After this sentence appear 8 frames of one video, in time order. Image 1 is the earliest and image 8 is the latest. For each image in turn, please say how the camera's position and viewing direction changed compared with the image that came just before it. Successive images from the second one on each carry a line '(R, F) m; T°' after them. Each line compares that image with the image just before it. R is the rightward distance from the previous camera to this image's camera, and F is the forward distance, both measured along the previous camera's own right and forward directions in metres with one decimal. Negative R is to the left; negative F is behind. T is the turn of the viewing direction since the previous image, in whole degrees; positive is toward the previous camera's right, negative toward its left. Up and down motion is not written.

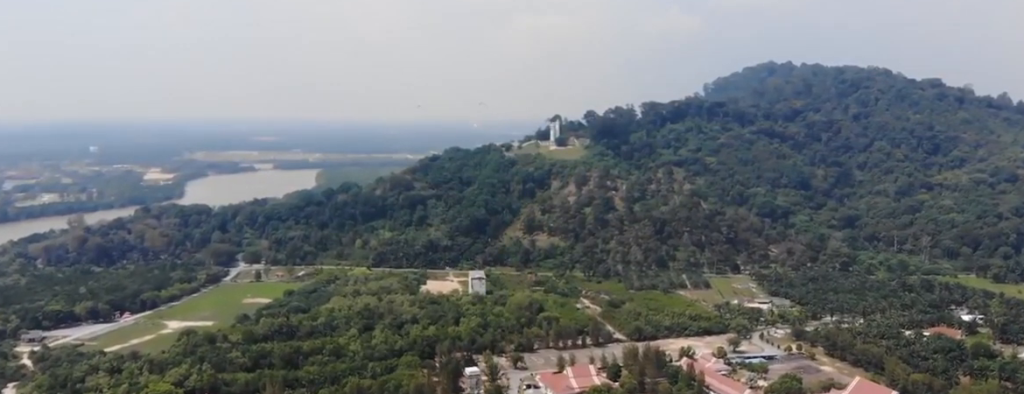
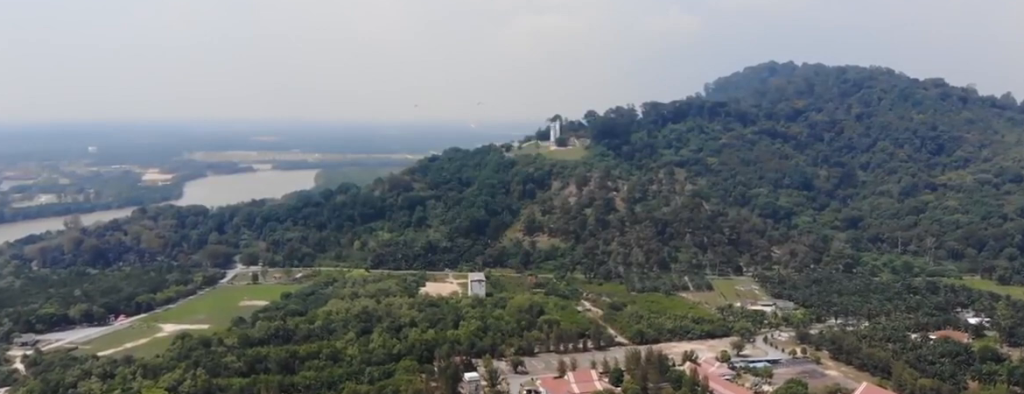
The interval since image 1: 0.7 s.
(0.0, +9.2) m; 0°
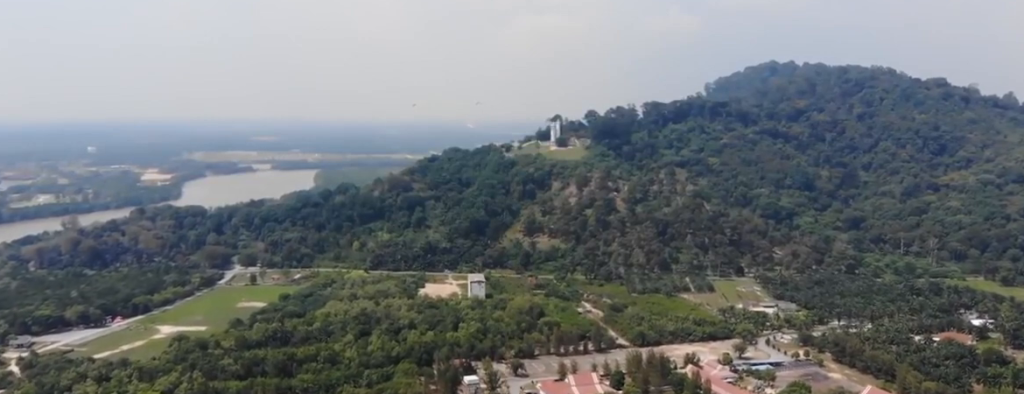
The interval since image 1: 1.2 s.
(0.0, +5.4) m; 0°
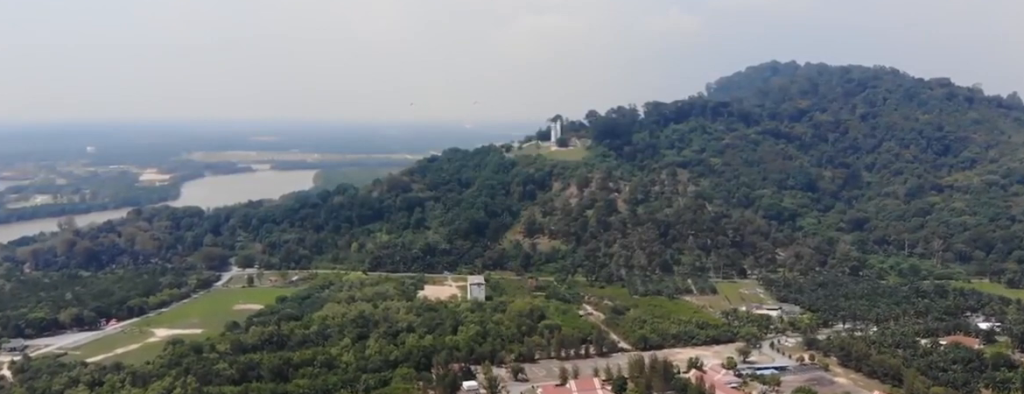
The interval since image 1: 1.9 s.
(0.0, +9.2) m; 0°
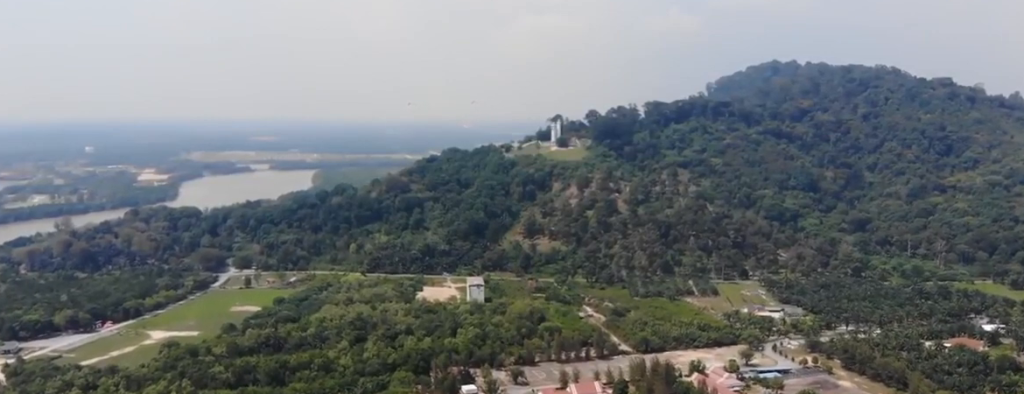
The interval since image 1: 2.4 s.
(0.0, +6.6) m; 0°
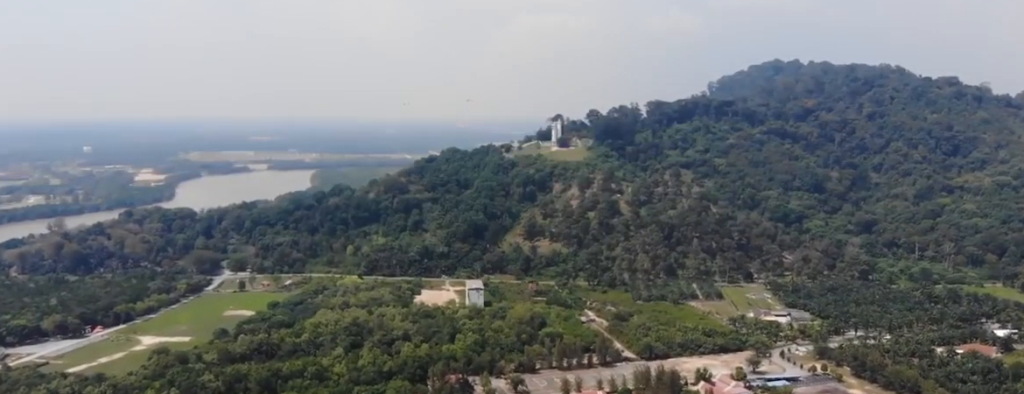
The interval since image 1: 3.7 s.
(+0.2, +16.0) m; +1°
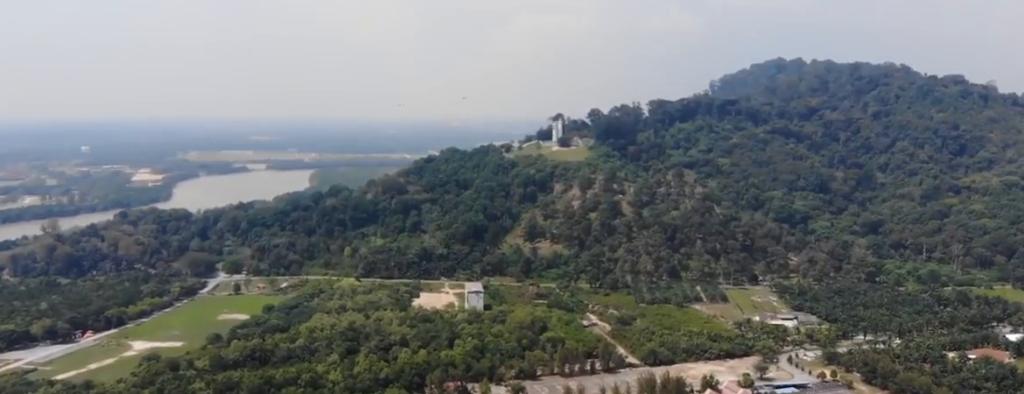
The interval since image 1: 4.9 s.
(-0.1, +14.2) m; 0°
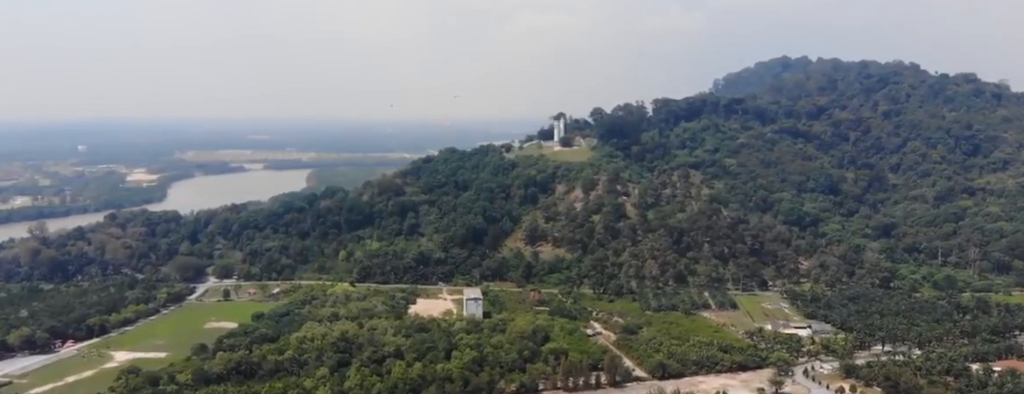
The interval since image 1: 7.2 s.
(0.0, +28.0) m; 0°
